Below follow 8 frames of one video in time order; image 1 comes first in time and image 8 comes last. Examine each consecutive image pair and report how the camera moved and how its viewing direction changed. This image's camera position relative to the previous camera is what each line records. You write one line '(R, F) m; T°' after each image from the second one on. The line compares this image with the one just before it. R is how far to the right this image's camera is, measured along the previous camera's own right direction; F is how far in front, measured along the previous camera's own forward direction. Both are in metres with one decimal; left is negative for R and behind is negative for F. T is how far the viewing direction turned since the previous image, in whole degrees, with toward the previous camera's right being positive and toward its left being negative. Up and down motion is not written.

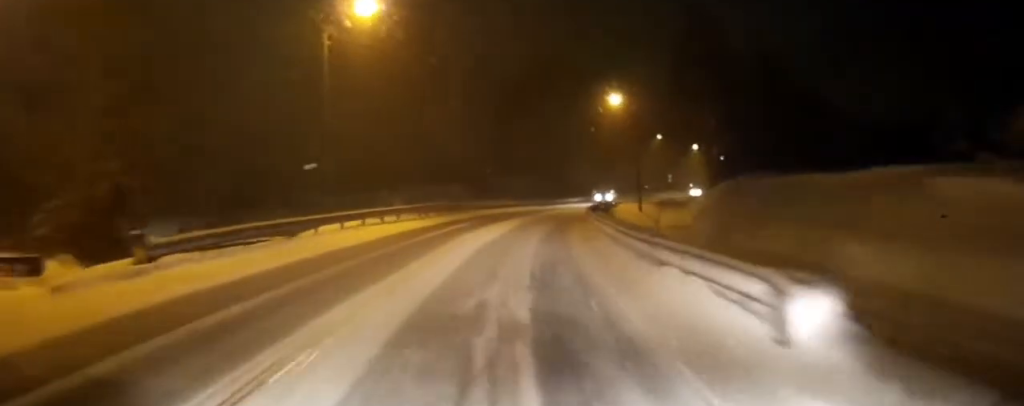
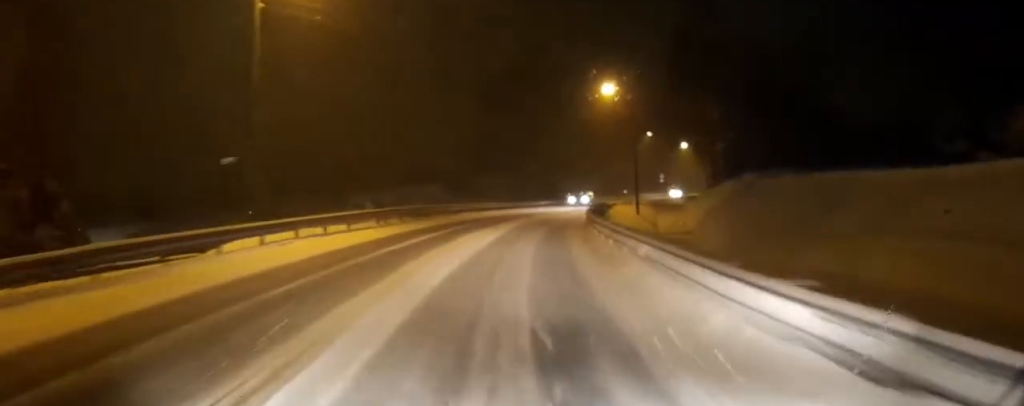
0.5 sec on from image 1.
(0.0, +5.7) m; 0°
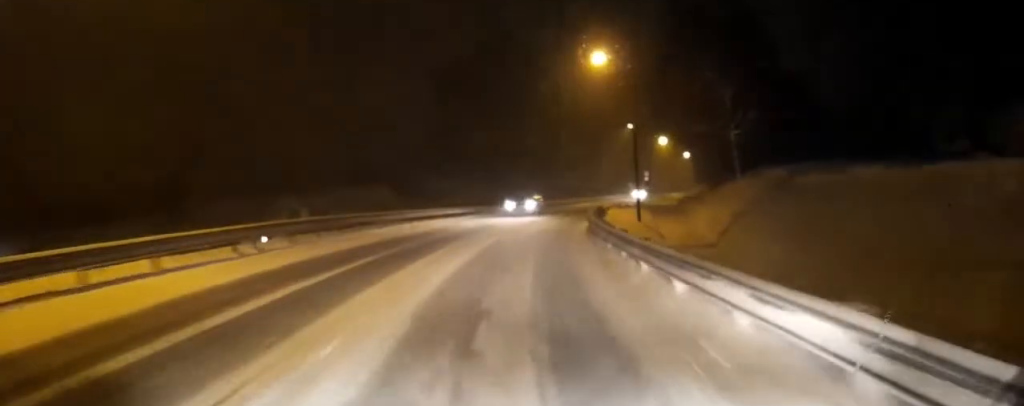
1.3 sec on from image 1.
(0.0, +10.5) m; +3°
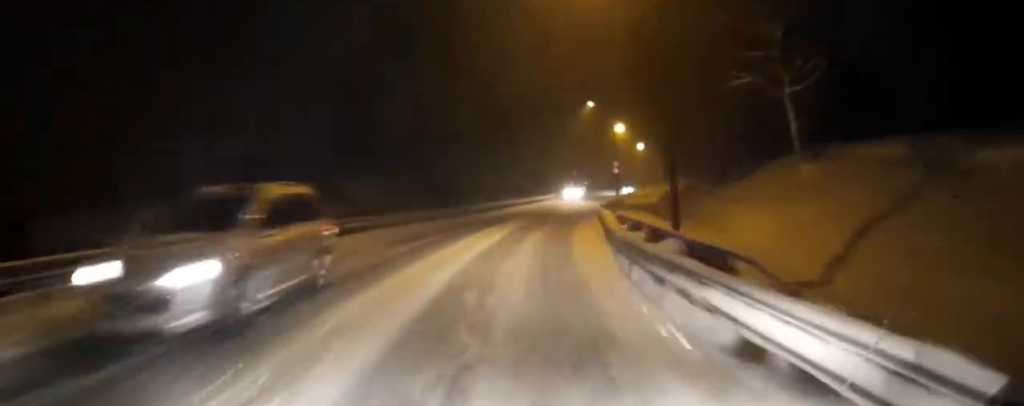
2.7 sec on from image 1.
(+1.0, +16.3) m; +7°
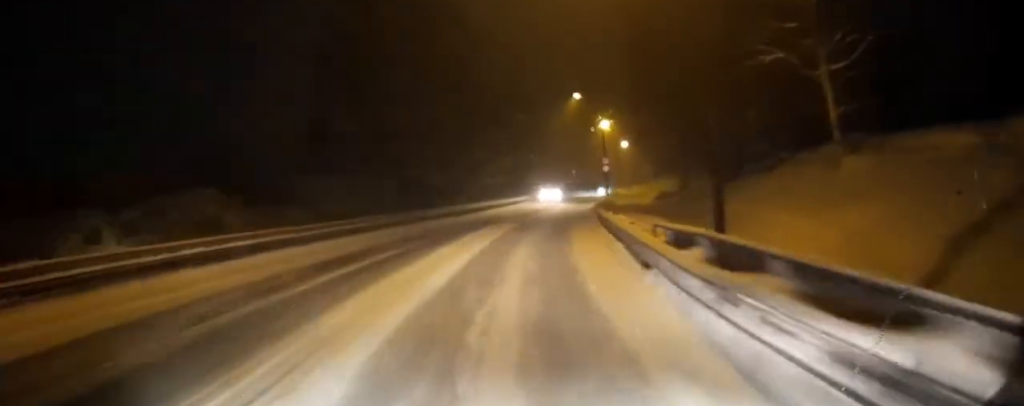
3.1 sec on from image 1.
(+0.2, +5.0) m; +1°
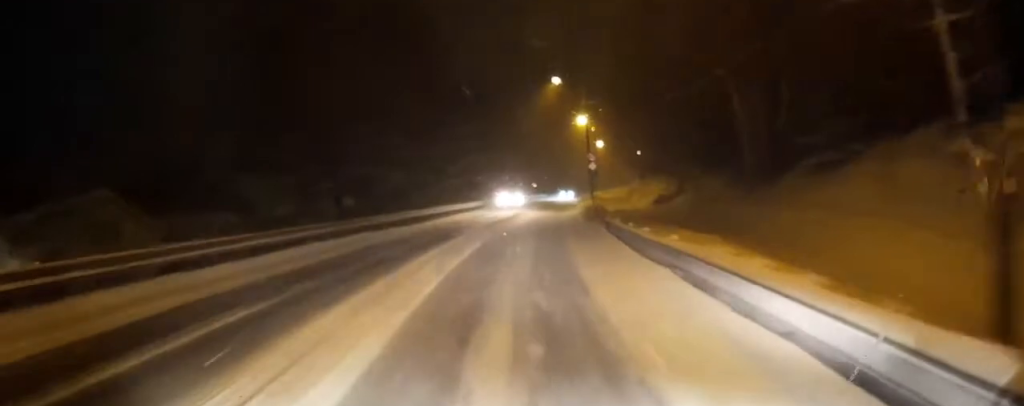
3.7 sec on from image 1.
(+0.2, +8.3) m; +2°
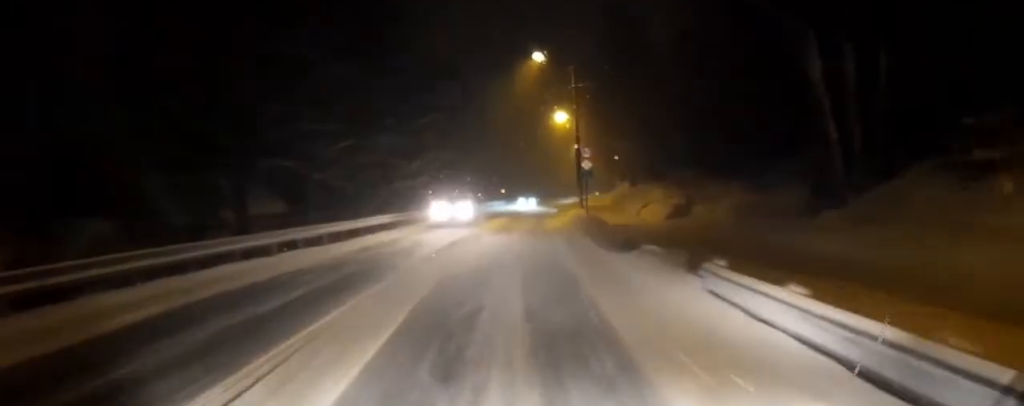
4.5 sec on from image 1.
(+0.2, +9.5) m; +2°
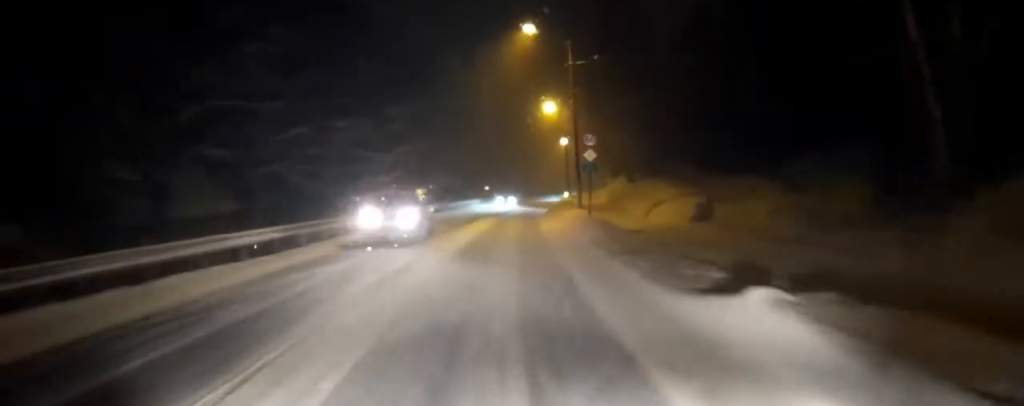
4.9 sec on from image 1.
(+0.1, +5.4) m; +1°
